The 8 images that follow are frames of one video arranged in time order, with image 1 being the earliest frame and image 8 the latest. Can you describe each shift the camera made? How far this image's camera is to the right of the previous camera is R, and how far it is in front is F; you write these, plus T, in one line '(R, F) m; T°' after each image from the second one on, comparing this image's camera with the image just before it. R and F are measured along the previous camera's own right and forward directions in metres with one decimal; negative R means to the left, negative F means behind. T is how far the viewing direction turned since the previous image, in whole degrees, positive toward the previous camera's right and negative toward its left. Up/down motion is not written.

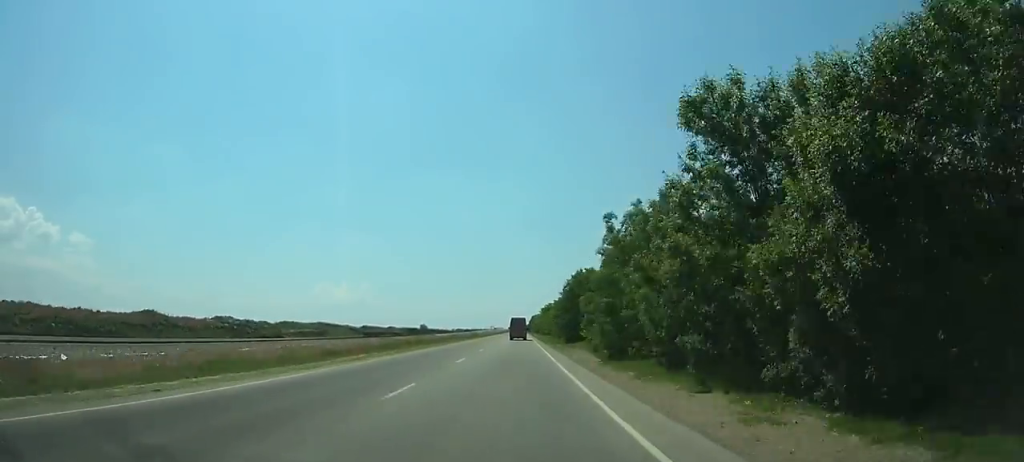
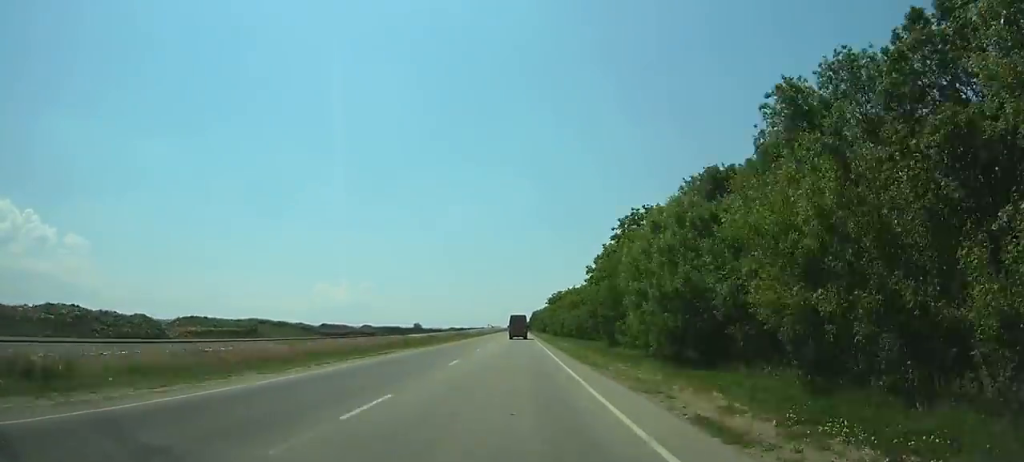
(+0.1, +50.6) m; 0°
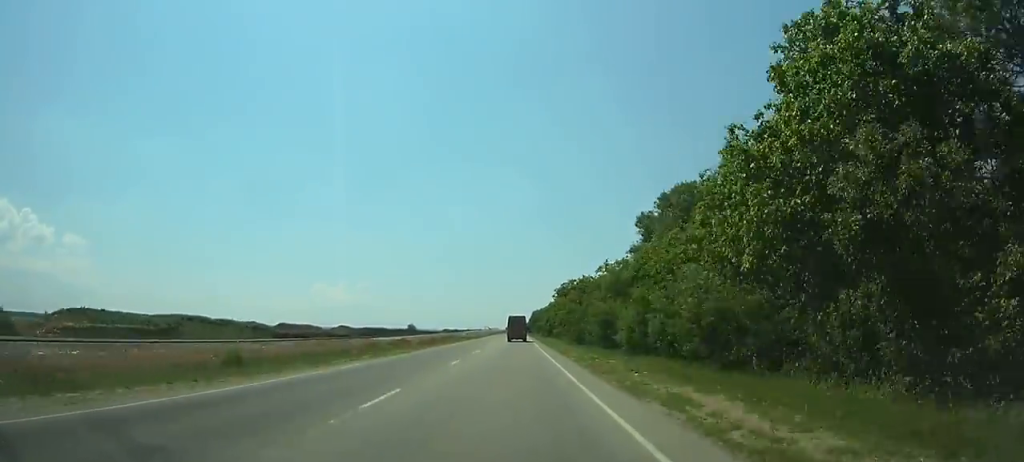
(0.0, +35.3) m; 0°
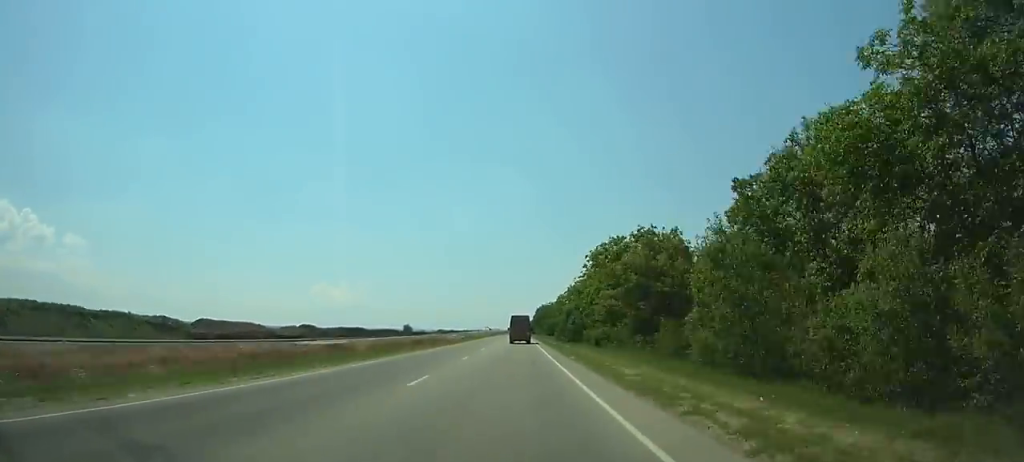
(-0.1, +44.6) m; 0°
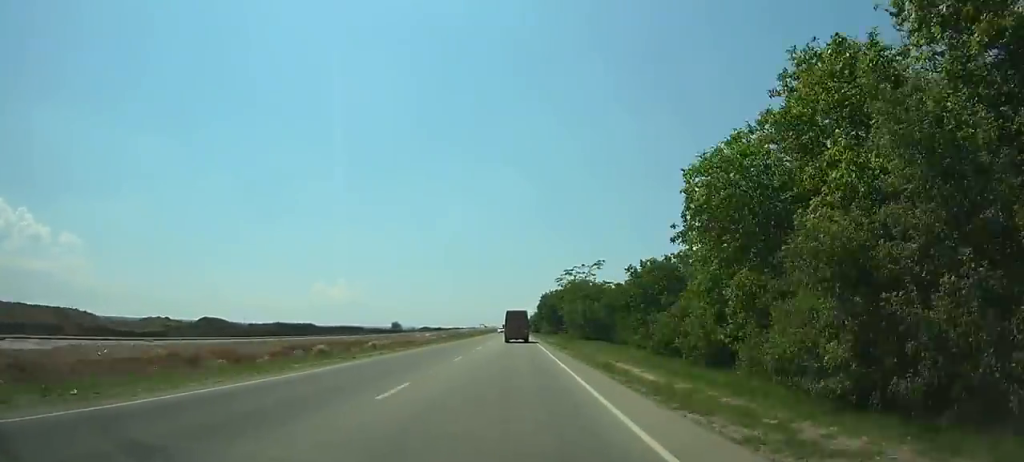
(0.0, +63.4) m; 0°
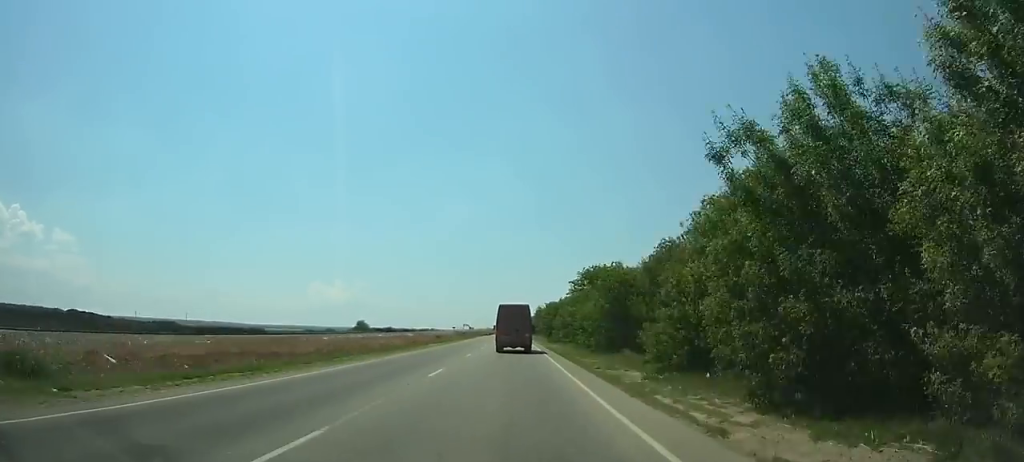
(+0.8, +161.6) m; 0°
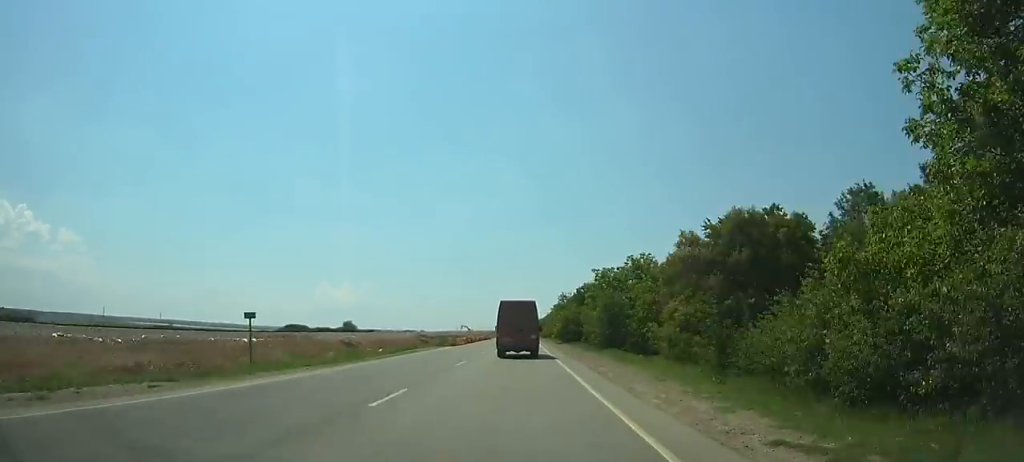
(-0.4, +77.5) m; 0°
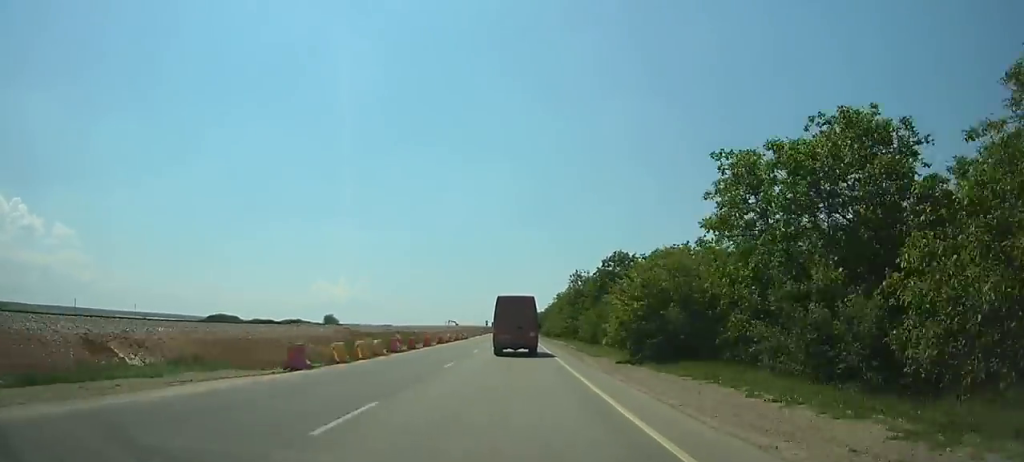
(+0.1, +38.3) m; 0°
